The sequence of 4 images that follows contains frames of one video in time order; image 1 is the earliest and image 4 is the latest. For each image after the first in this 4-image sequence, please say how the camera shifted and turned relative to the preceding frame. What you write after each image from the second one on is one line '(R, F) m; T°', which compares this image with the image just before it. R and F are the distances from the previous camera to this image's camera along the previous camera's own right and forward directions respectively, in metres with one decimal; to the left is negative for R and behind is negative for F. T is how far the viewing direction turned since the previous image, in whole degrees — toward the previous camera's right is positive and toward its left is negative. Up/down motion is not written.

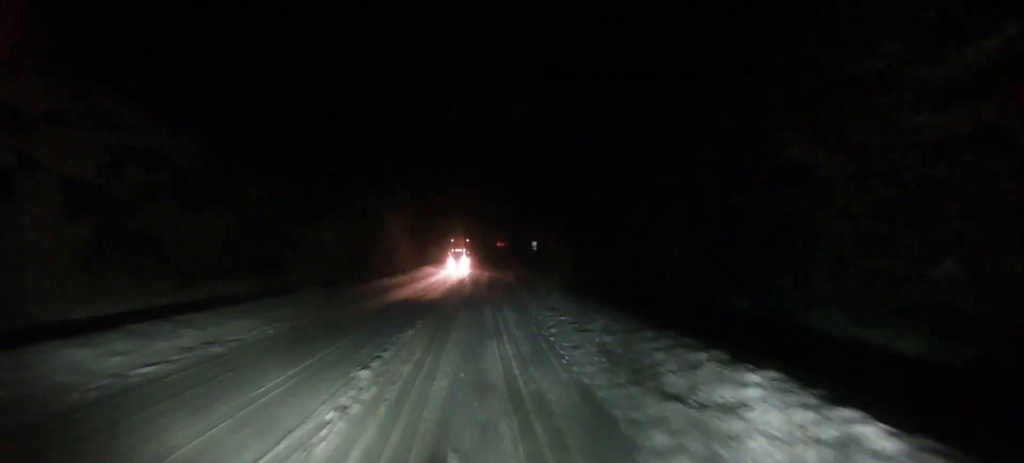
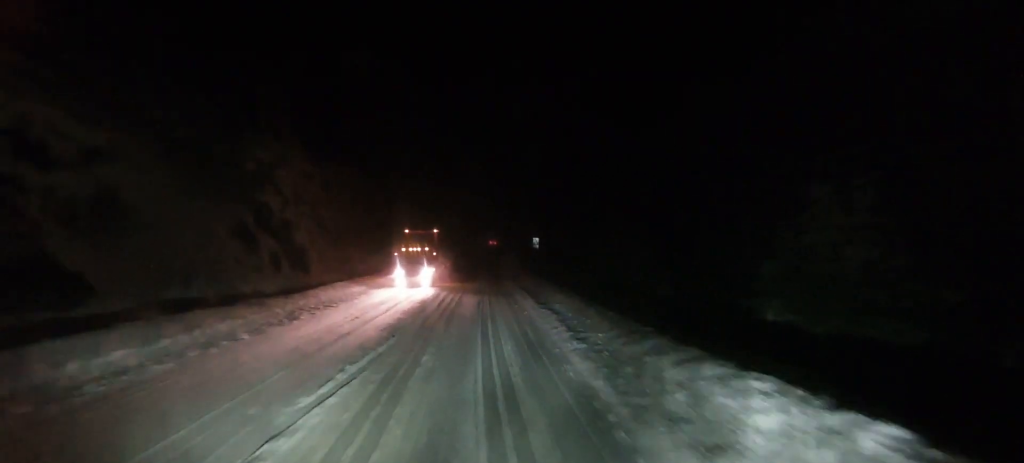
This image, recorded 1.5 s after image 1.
(-0.4, +20.6) m; 0°
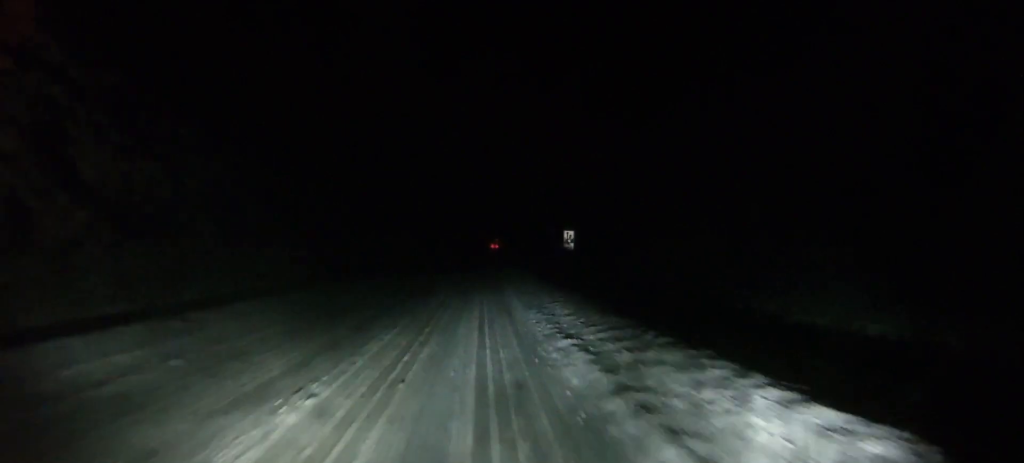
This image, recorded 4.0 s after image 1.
(+1.0, +34.8) m; +1°
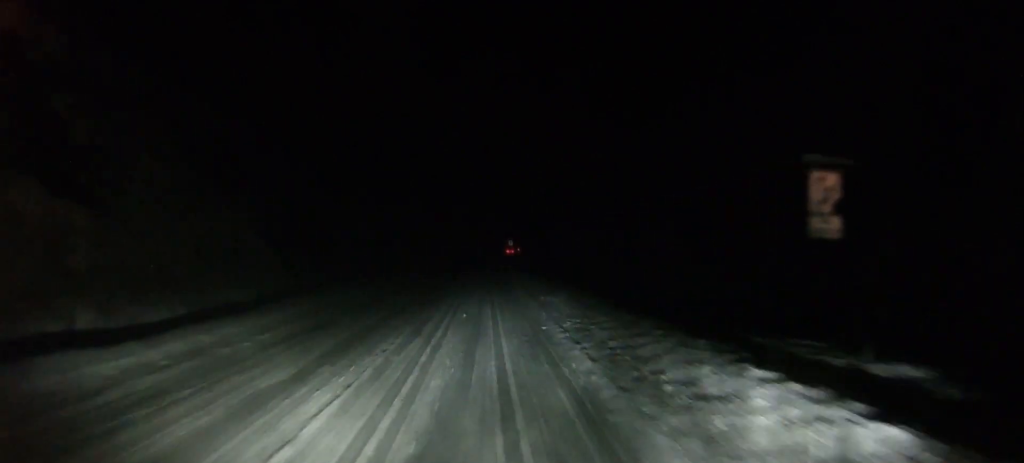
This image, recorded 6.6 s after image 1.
(-0.1, +35.7) m; -1°
